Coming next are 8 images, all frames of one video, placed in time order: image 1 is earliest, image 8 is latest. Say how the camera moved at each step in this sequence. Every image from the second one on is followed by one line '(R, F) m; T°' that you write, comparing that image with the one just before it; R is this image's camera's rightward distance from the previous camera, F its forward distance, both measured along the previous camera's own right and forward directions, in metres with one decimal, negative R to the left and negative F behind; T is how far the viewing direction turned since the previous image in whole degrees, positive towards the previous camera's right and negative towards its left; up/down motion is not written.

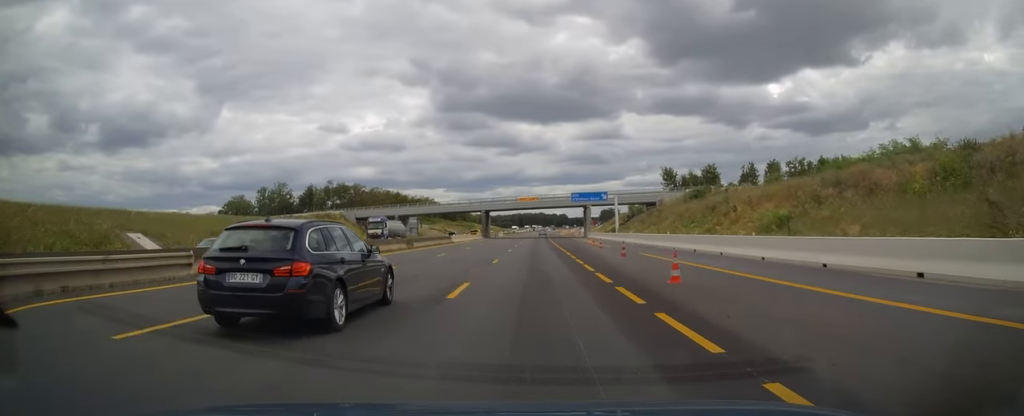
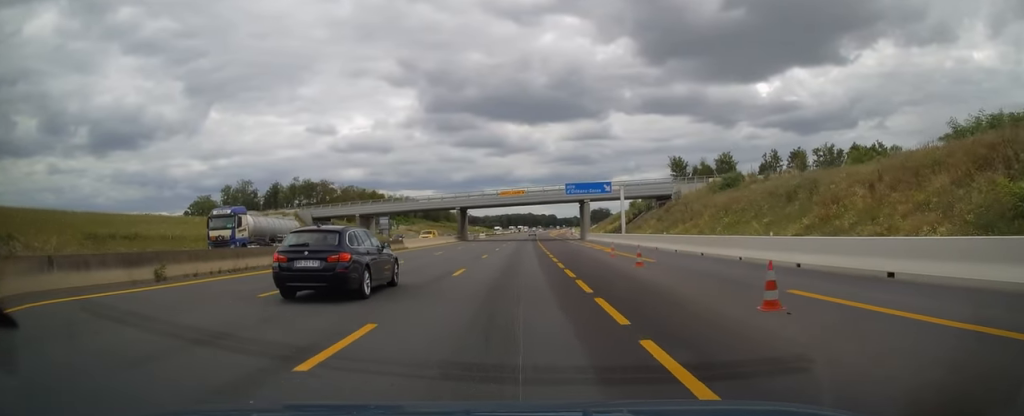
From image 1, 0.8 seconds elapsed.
(+0.2, +19.8) m; +1°
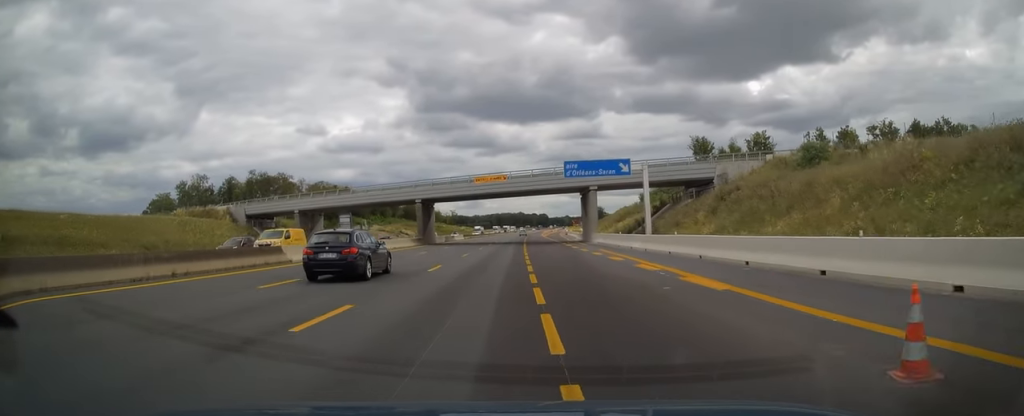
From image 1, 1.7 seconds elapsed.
(+0.3, +23.6) m; +1°
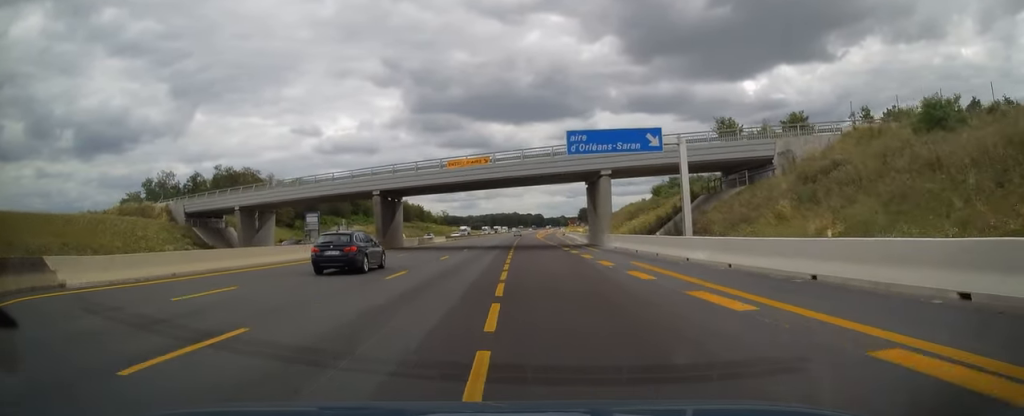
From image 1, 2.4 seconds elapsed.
(+0.1, +16.0) m; 0°
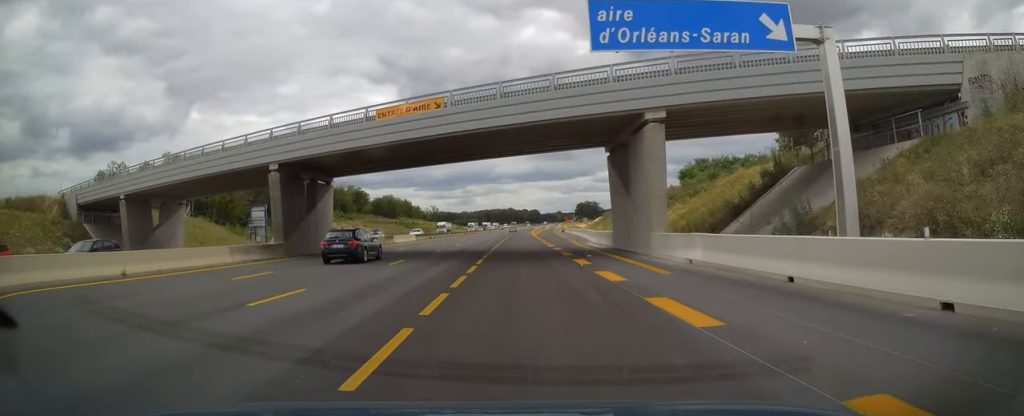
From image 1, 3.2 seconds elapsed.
(0.0, +20.4) m; 0°
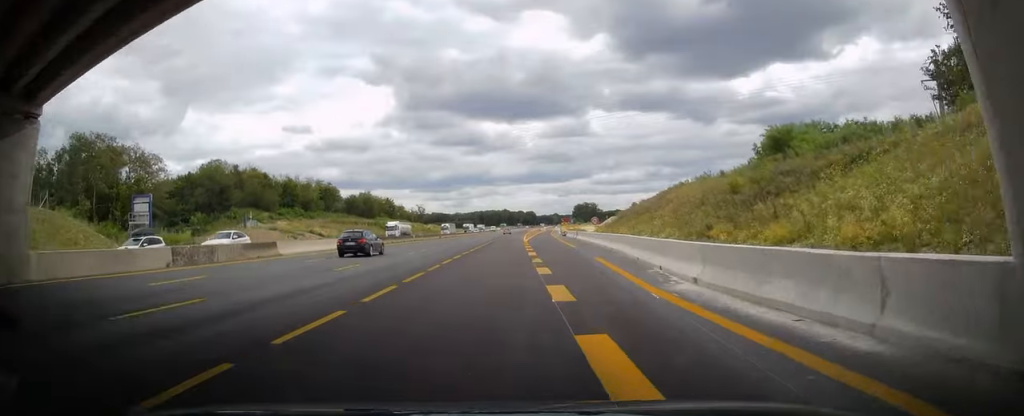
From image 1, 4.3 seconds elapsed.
(+0.1, +28.1) m; 0°
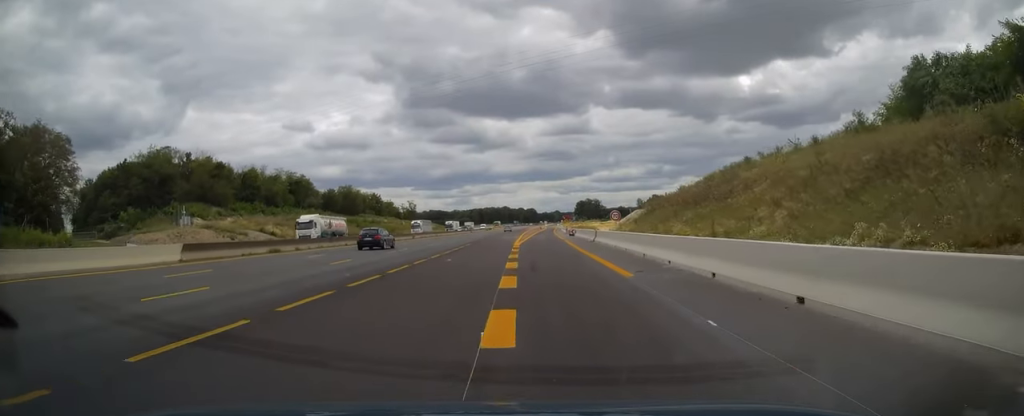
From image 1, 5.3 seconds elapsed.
(0.0, +23.0) m; 0°
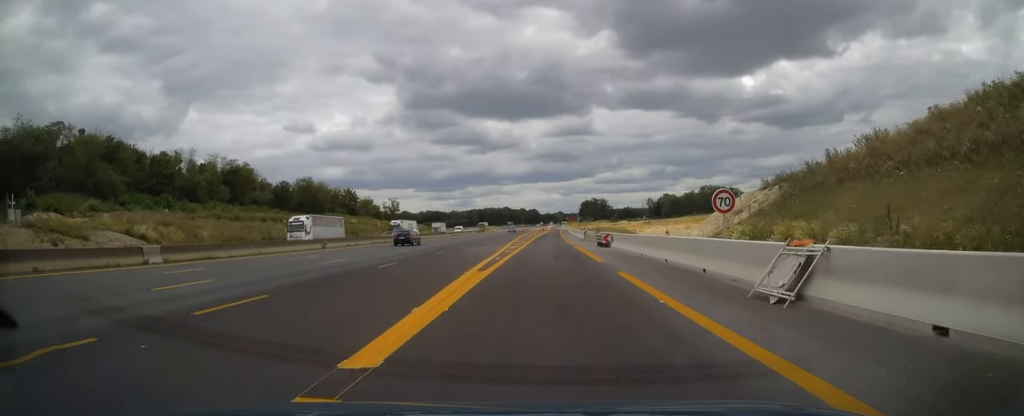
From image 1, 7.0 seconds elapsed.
(+0.1, +36.7) m; 0°
